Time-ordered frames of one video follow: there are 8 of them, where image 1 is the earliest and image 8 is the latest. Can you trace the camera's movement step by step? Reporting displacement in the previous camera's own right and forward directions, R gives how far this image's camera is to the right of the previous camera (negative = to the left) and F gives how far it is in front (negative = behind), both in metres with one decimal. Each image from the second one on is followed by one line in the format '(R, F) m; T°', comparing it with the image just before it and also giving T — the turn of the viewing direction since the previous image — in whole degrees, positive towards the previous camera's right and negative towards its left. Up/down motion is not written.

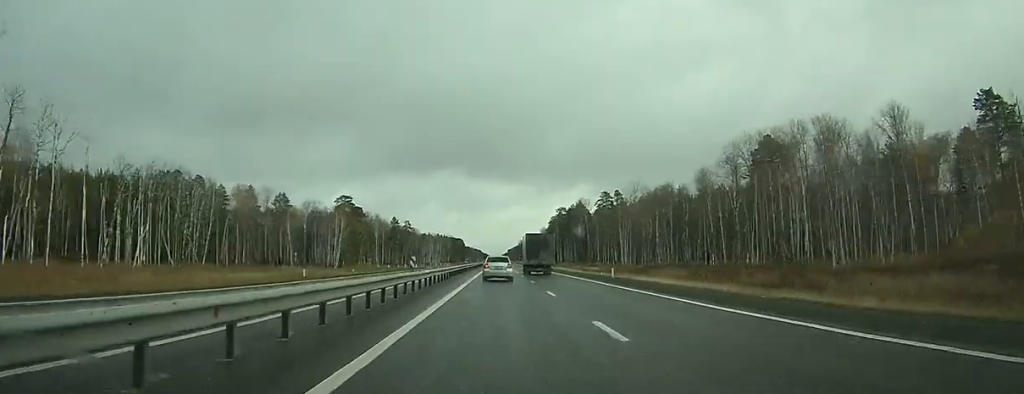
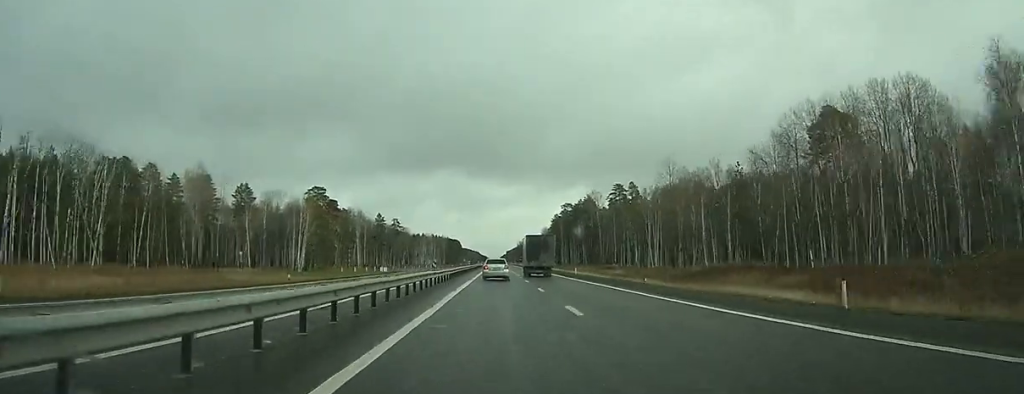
(0.0, +32.3) m; 0°
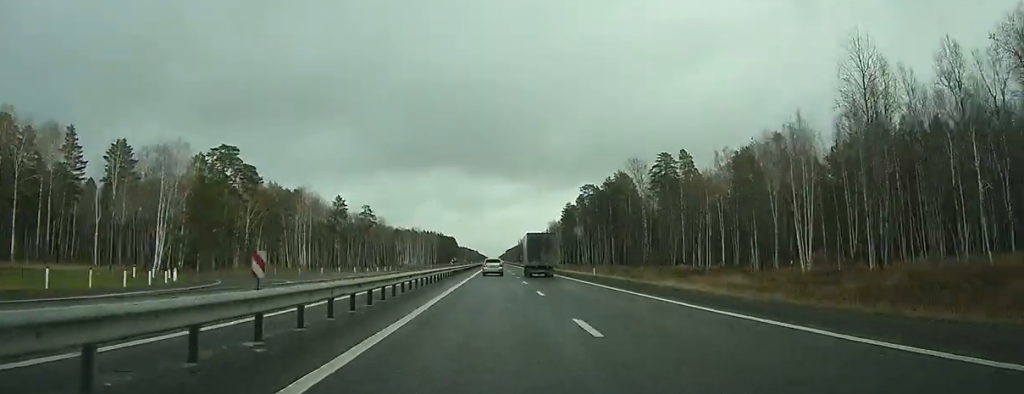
(-0.1, +64.3) m; 0°
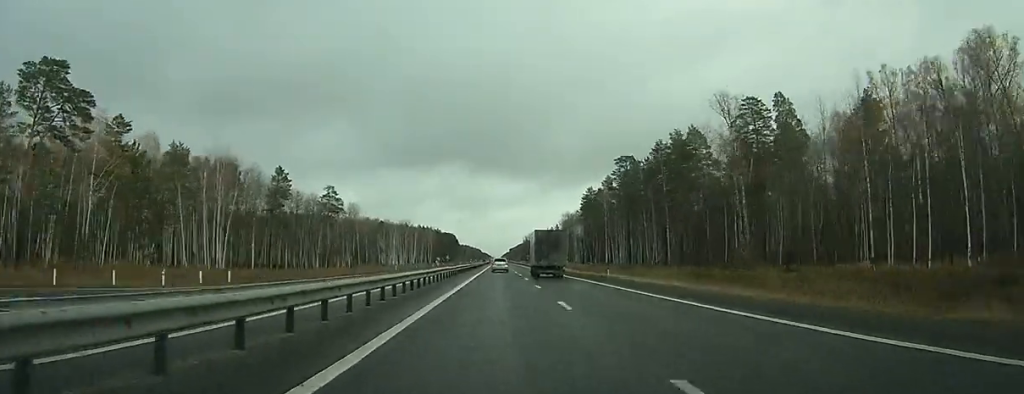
(0.0, +53.1) m; 0°
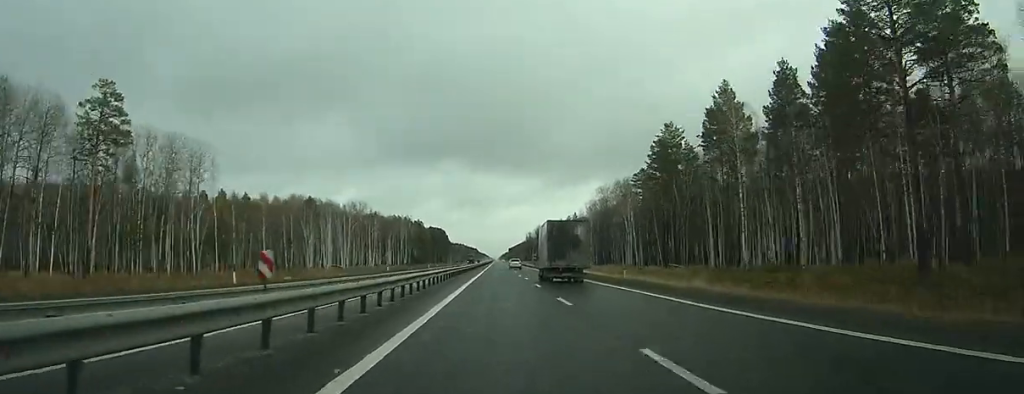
(-0.7, +103.7) m; 0°
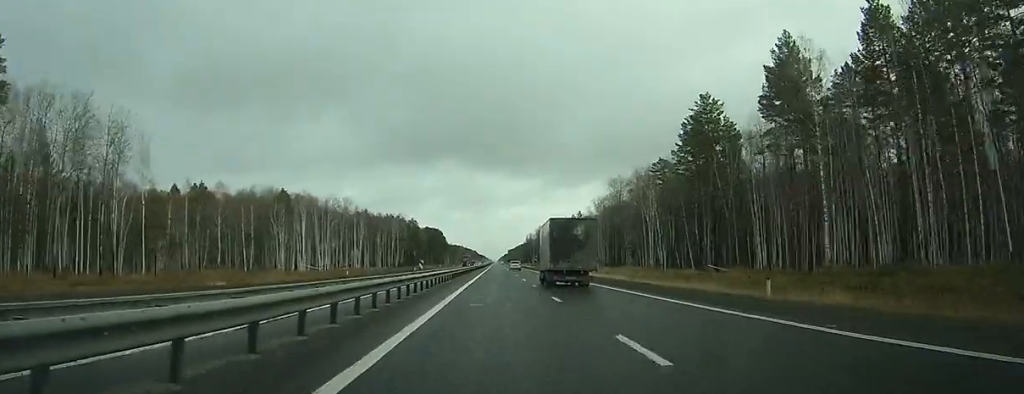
(-0.1, +22.8) m; 0°
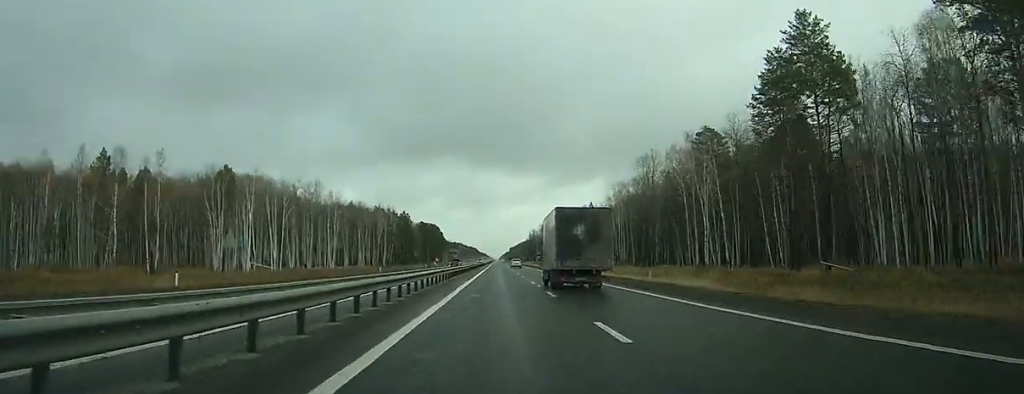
(+0.2, +34.8) m; 0°
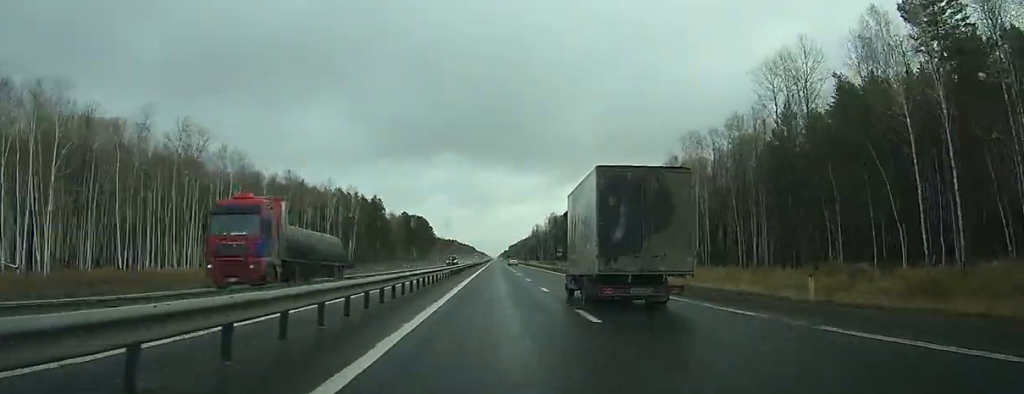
(+0.2, +68.6) m; 0°
